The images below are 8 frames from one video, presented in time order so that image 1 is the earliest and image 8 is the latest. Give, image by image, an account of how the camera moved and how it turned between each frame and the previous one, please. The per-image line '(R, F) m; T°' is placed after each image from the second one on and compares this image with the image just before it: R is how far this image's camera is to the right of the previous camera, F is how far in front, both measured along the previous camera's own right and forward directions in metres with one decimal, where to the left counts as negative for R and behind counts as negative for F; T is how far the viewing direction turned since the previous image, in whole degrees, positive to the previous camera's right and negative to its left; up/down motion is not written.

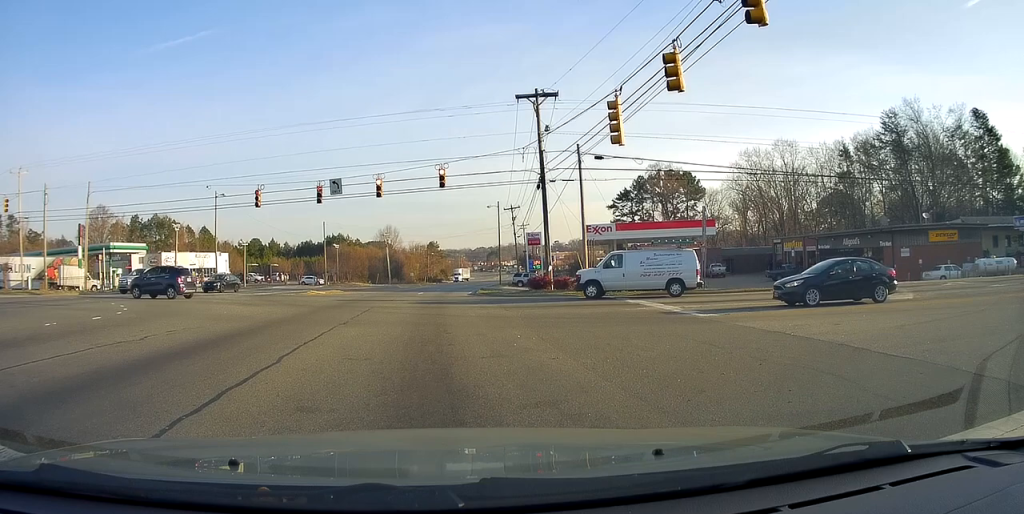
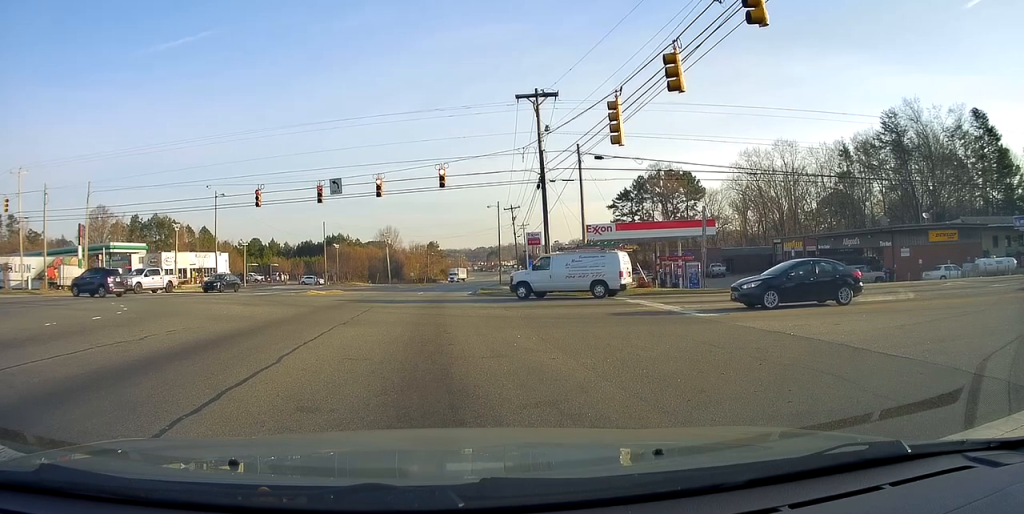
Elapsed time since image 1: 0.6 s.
(0.0, 0.0) m; 0°
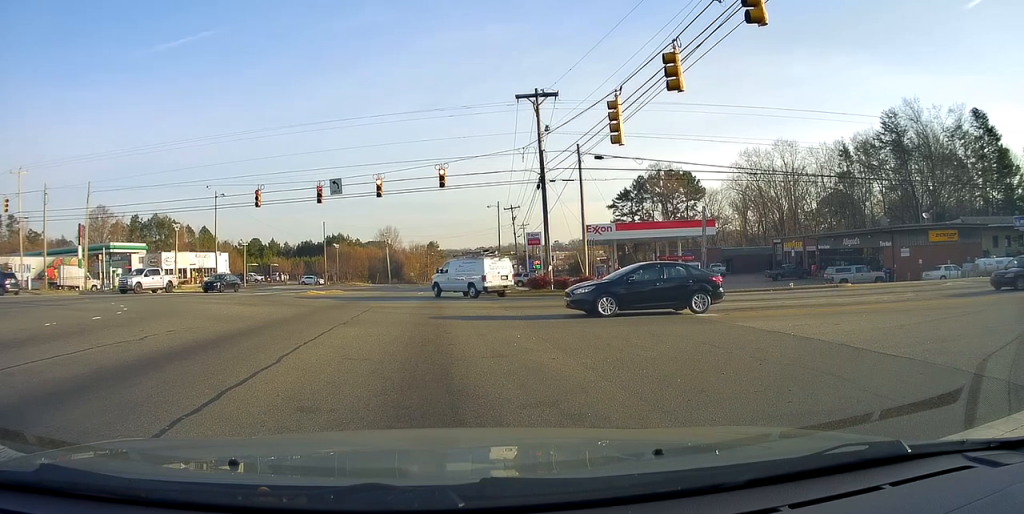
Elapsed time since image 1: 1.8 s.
(0.0, 0.0) m; 0°
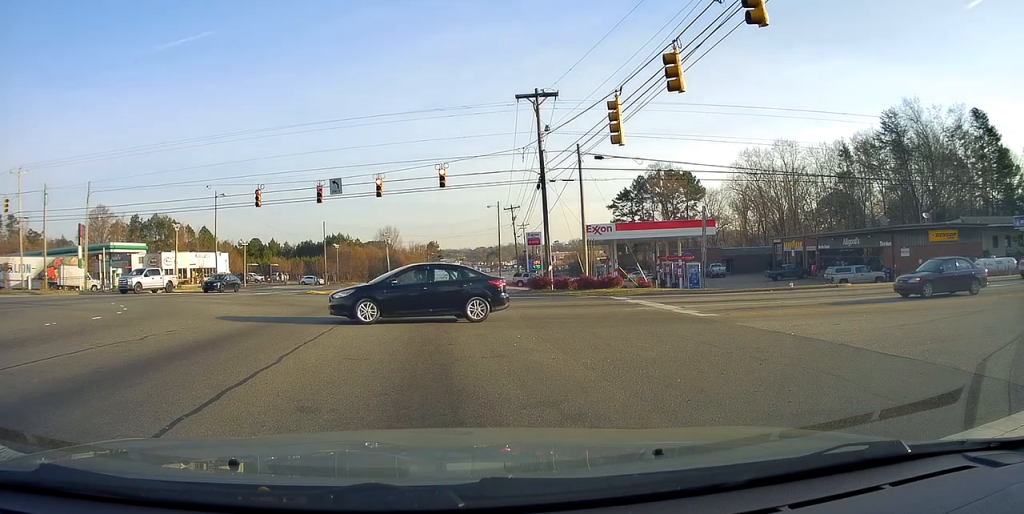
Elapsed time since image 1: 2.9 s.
(0.0, 0.0) m; 0°
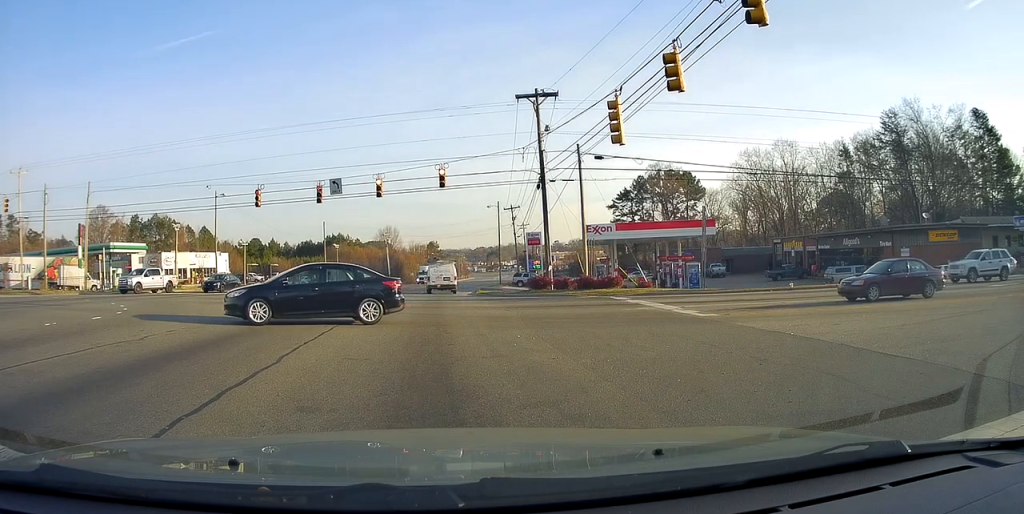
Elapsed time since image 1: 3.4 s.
(0.0, 0.0) m; 0°
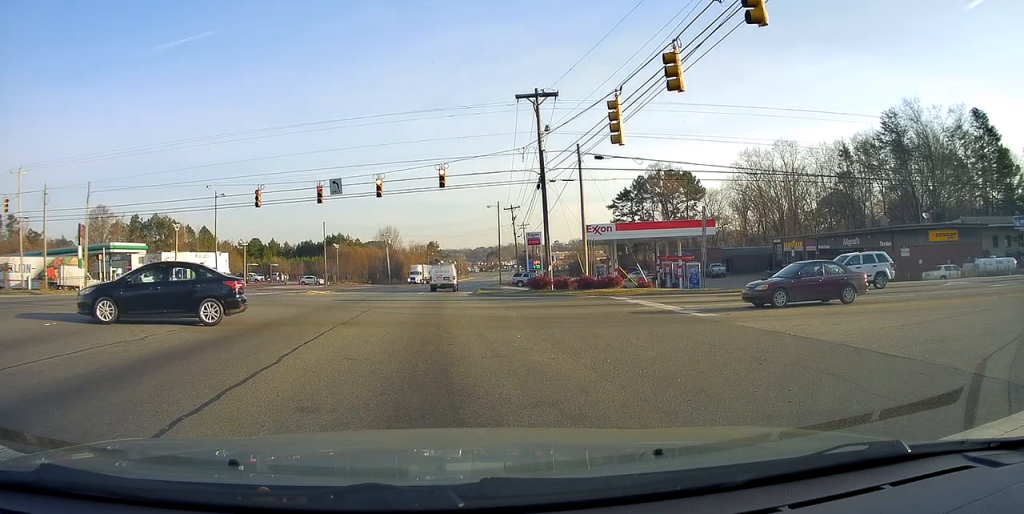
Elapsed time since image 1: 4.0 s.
(0.0, 0.0) m; 0°
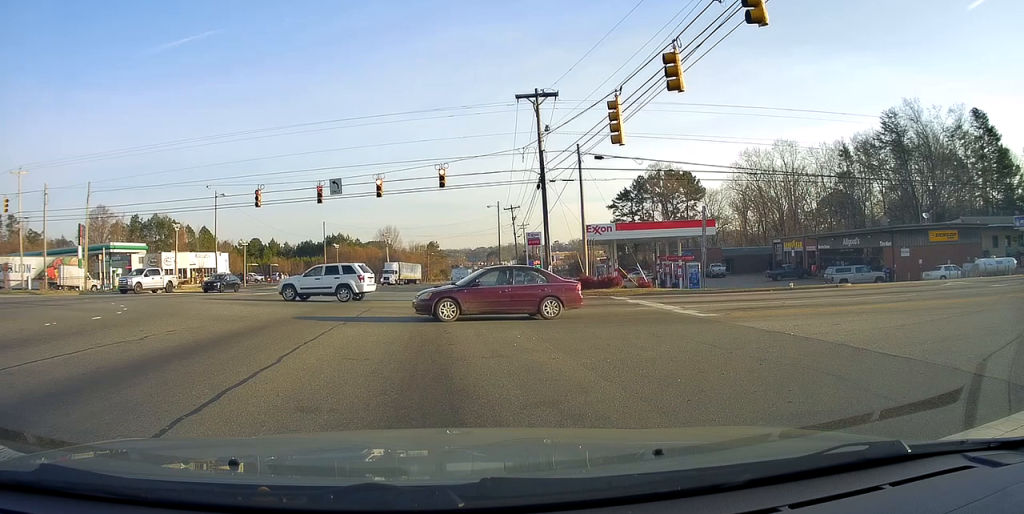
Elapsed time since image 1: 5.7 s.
(0.0, 0.0) m; 0°
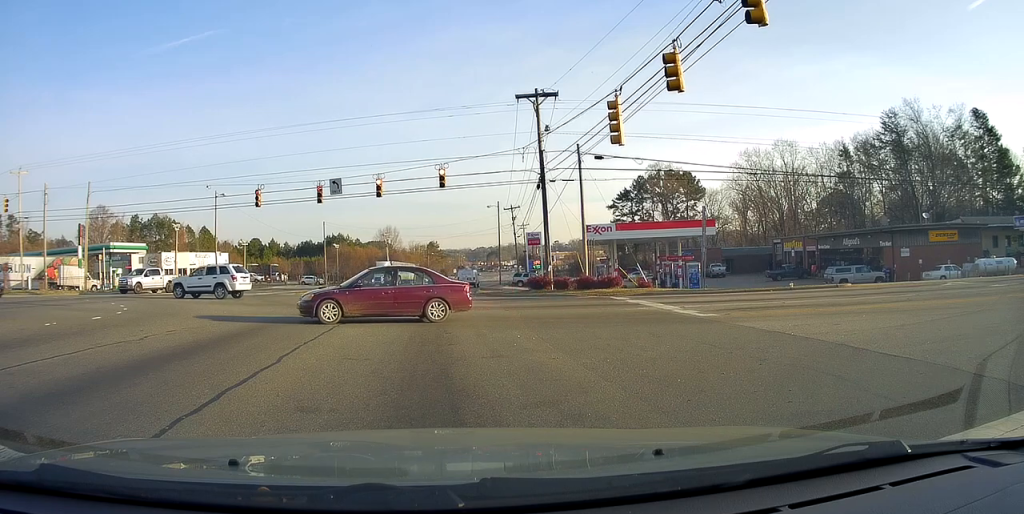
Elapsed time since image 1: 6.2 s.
(0.0, 0.0) m; 0°
